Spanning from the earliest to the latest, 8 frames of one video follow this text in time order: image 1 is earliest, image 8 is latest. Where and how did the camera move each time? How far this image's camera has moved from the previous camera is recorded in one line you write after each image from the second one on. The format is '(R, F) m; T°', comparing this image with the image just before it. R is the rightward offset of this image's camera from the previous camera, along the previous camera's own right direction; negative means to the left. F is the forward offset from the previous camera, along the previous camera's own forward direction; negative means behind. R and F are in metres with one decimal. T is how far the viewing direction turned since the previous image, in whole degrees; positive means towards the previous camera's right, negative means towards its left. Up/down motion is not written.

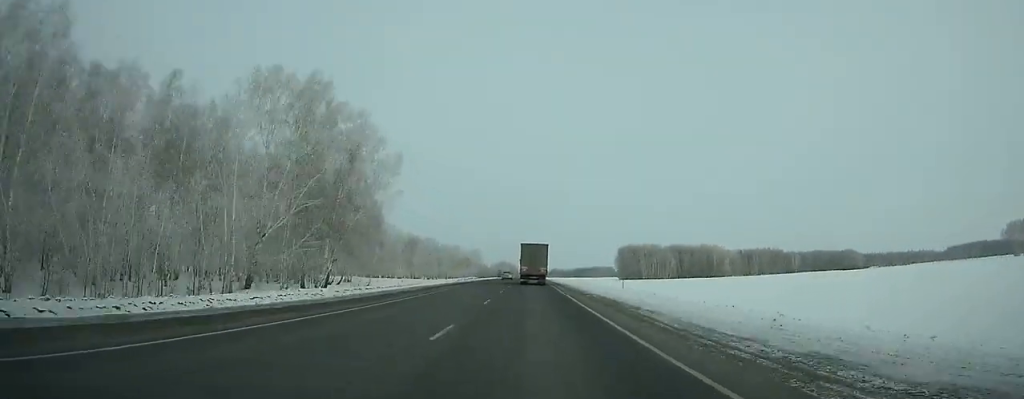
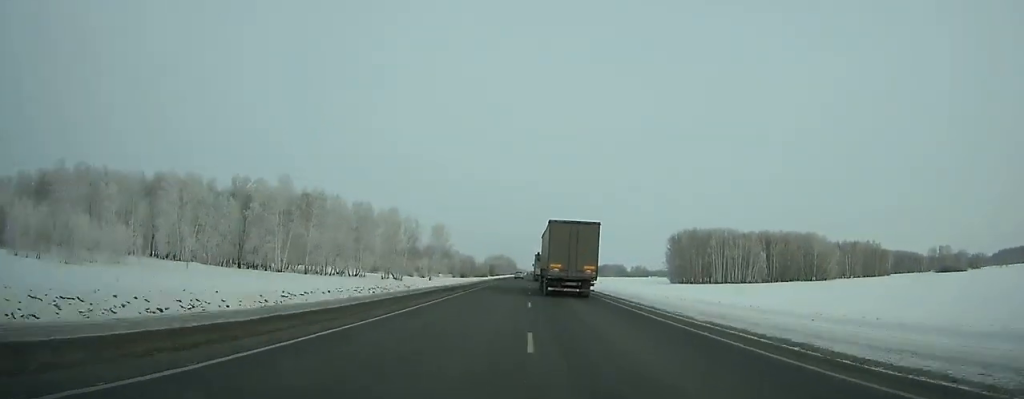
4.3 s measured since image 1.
(-0.1, +116.3) m; +1°
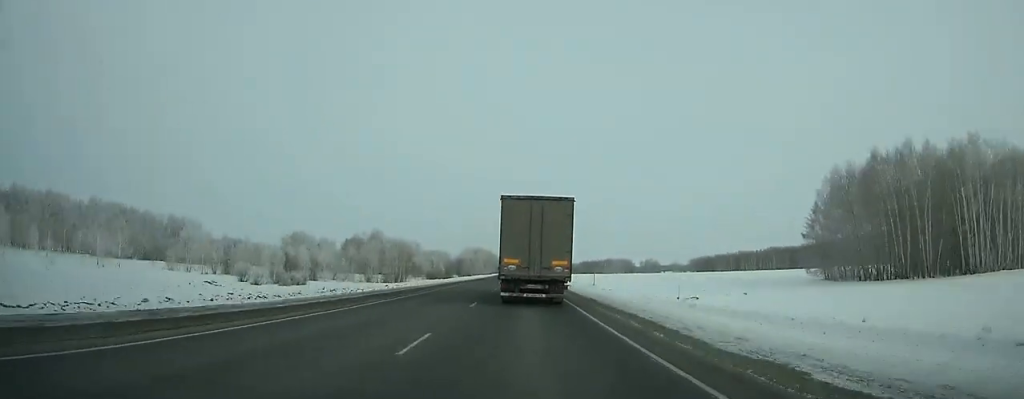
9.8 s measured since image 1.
(+2.4, +133.4) m; +1°
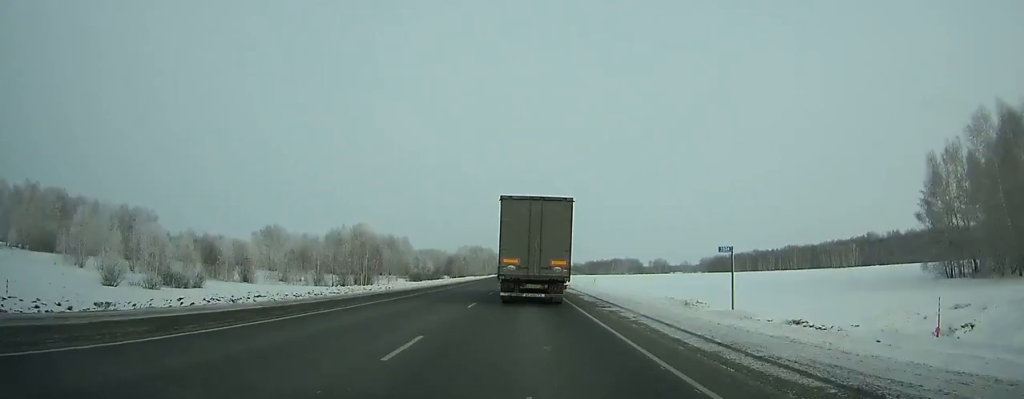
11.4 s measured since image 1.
(-0.3, +36.4) m; 0°
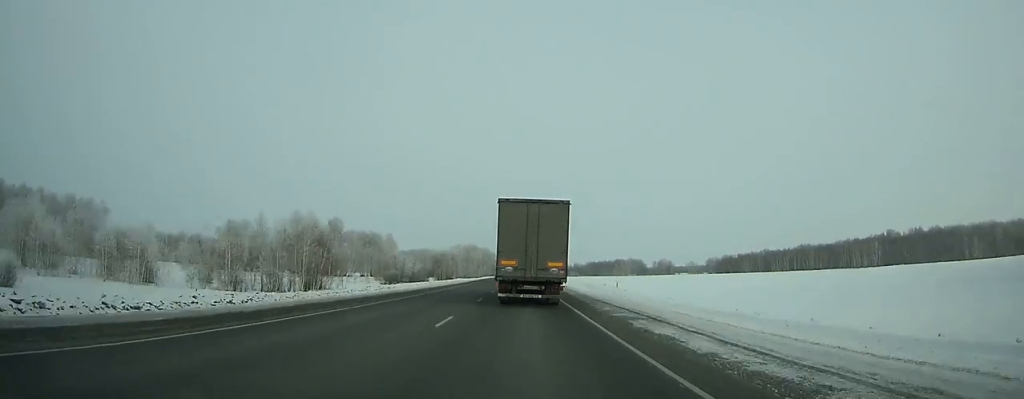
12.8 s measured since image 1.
(-0.1, +31.9) m; 0°
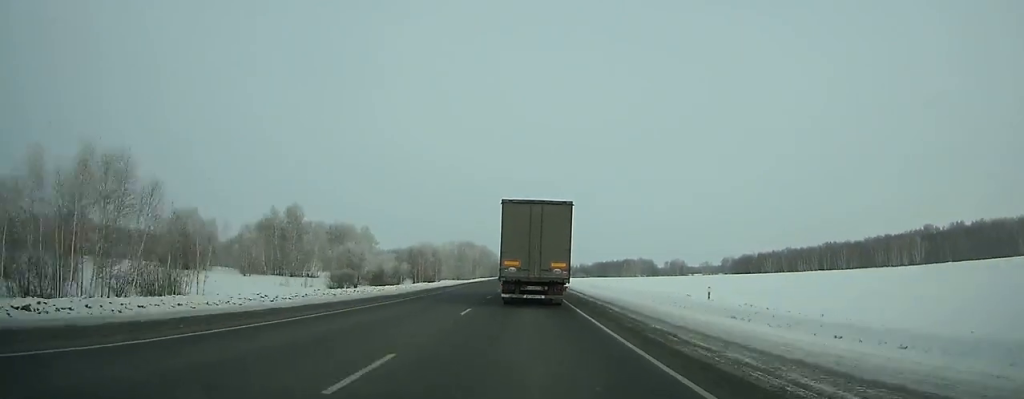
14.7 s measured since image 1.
(-0.1, +42.9) m; 0°
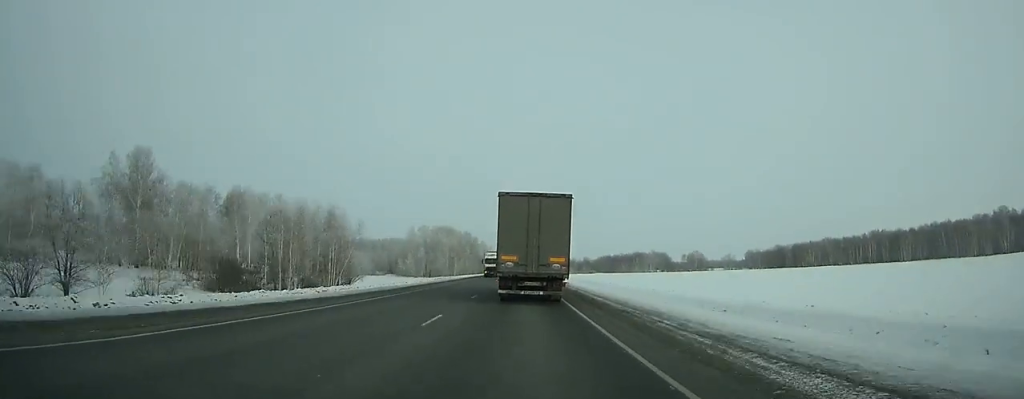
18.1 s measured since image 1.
(-0.1, +77.1) m; 0°
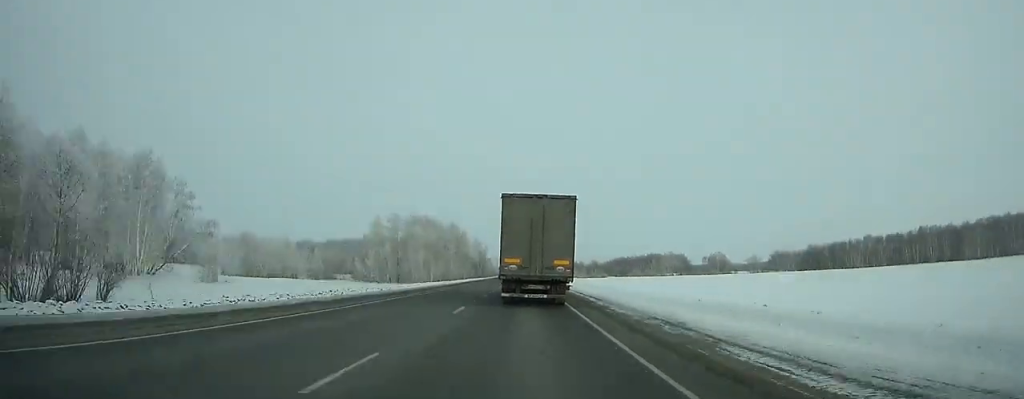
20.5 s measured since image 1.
(-0.2, +54.8) m; 0°
